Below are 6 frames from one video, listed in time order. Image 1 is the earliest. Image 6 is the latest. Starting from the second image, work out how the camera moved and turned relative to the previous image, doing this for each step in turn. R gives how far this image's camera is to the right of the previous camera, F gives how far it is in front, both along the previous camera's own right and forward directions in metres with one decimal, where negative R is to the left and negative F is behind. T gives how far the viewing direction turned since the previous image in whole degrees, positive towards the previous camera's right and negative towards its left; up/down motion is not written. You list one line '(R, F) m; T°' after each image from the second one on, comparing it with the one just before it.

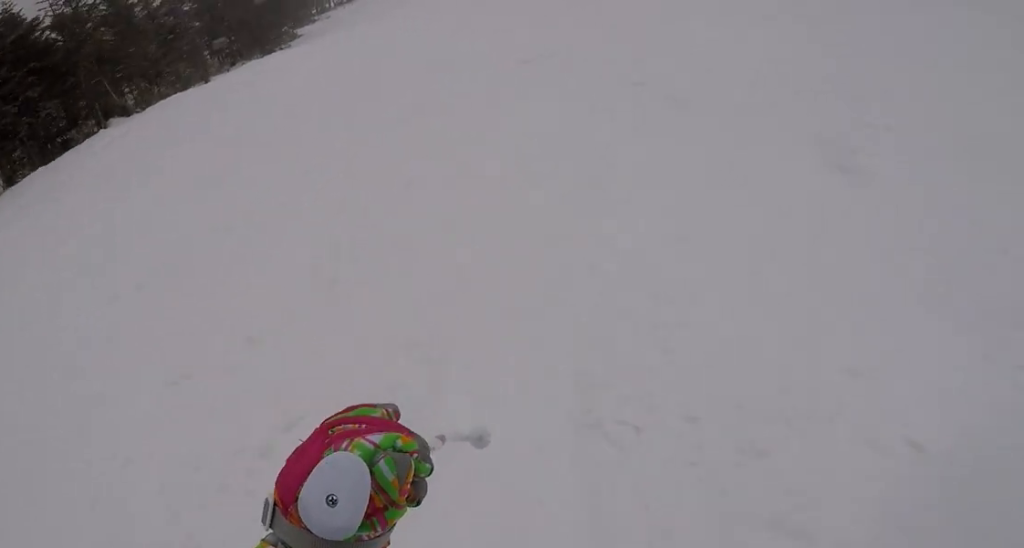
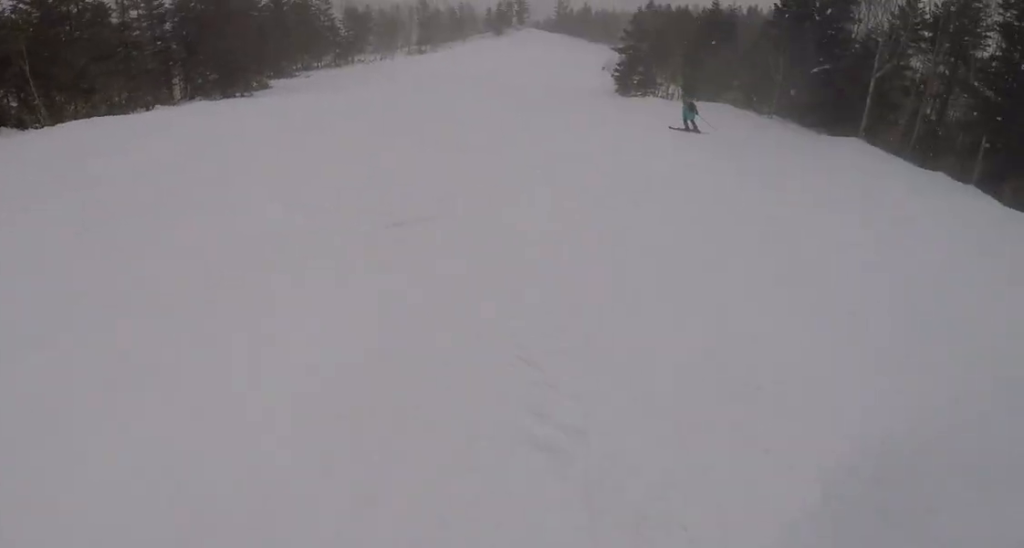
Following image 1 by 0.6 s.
(+0.1, +3.3) m; -2°
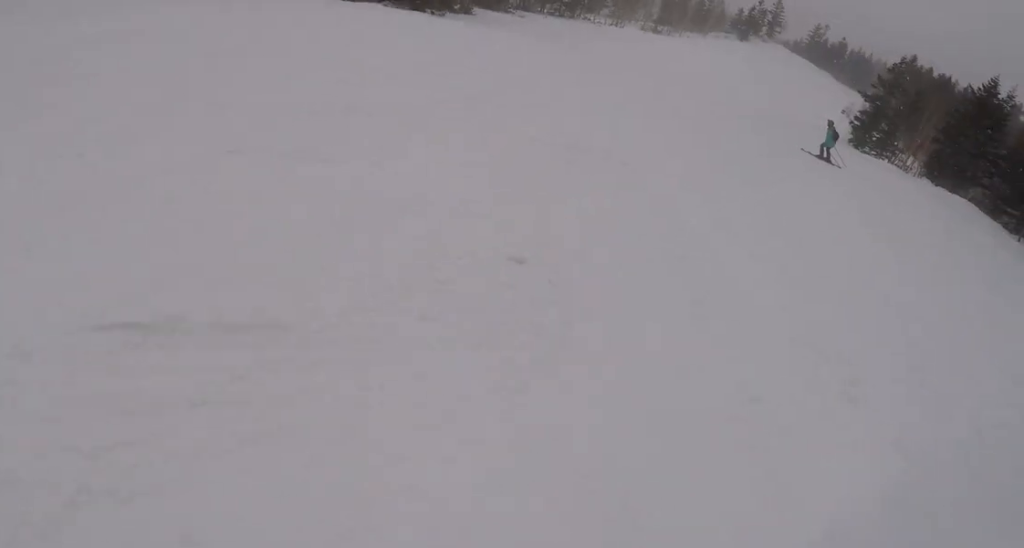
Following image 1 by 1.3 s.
(-0.3, +4.9) m; -5°
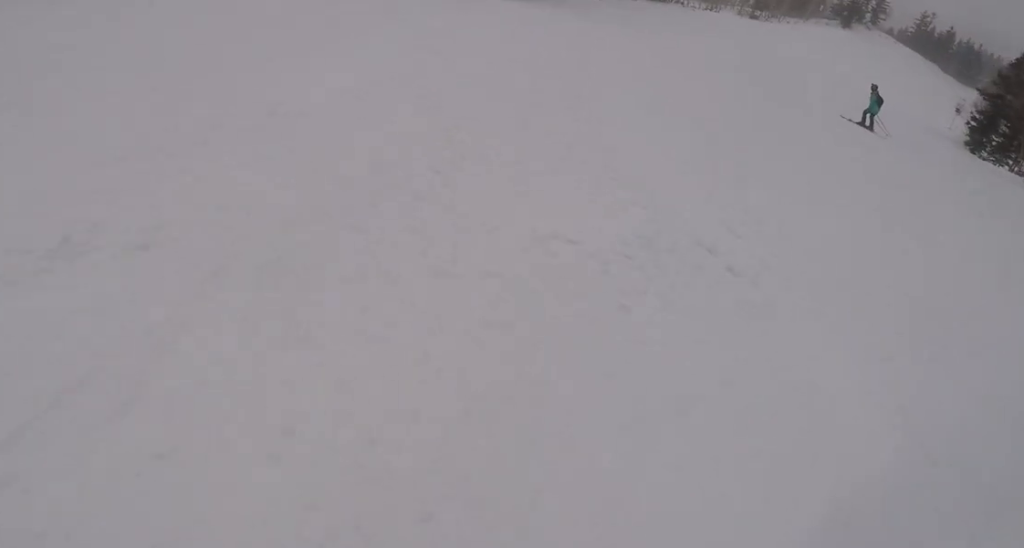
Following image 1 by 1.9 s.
(-0.1, +3.7) m; -2°
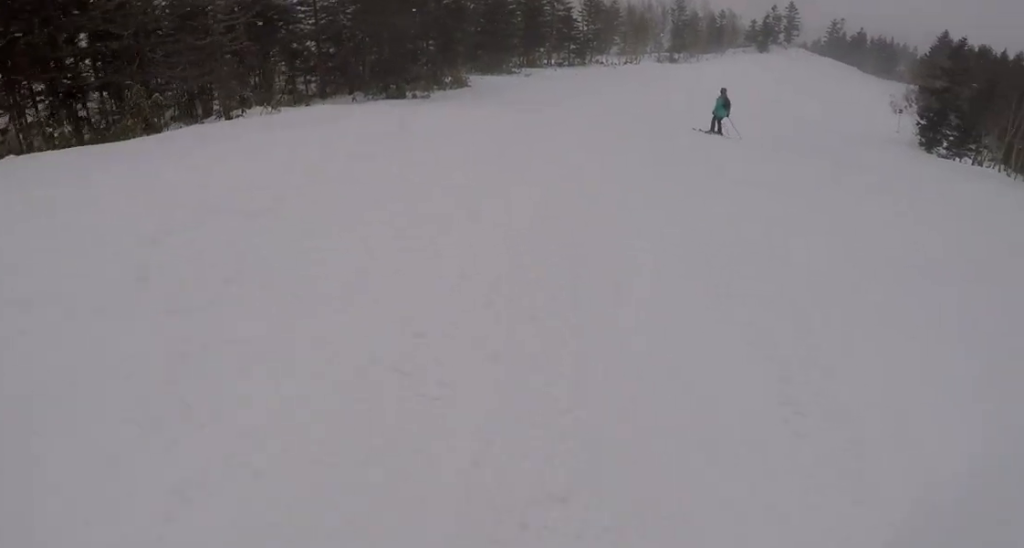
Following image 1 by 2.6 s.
(-0.3, +5.0) m; +4°
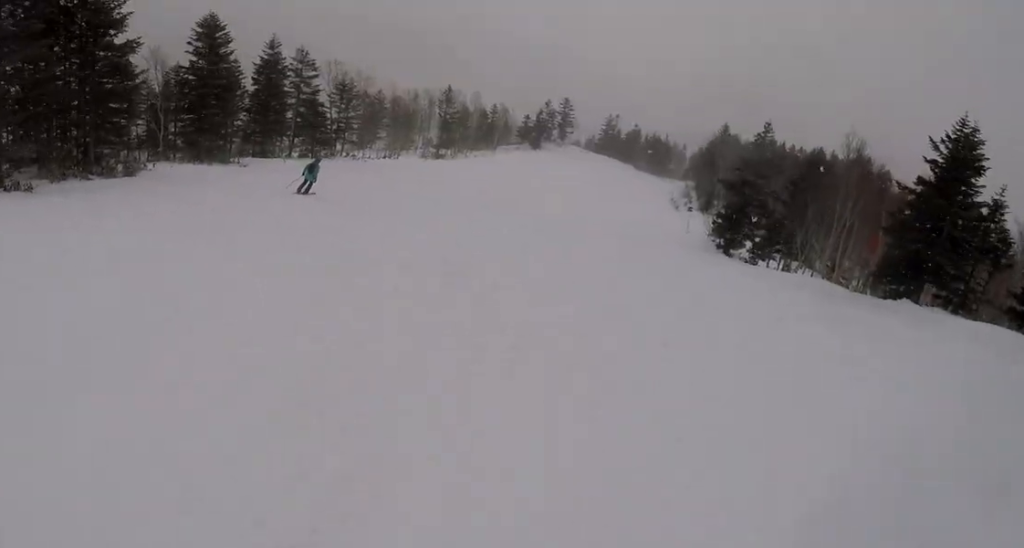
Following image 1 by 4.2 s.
(+1.7, +10.7) m; +6°
